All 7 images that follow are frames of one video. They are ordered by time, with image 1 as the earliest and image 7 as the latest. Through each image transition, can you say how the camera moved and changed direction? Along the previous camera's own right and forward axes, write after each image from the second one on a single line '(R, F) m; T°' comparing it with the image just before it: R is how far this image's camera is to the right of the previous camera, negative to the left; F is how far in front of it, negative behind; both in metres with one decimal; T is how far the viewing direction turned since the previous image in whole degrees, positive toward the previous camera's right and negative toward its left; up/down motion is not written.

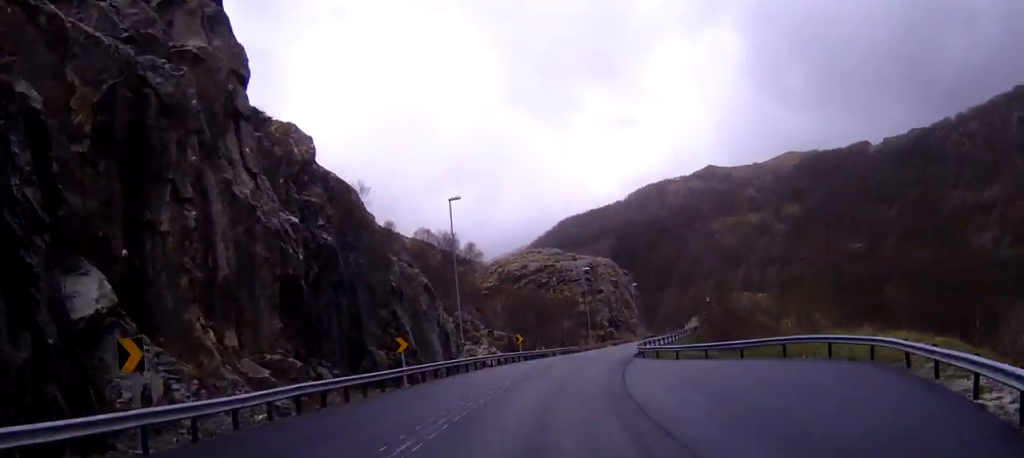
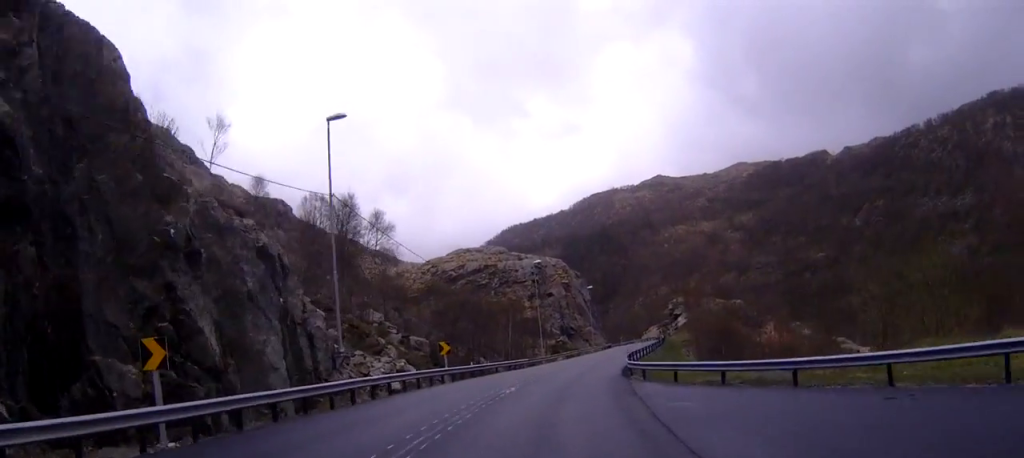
(+2.1, +18.9) m; +17°
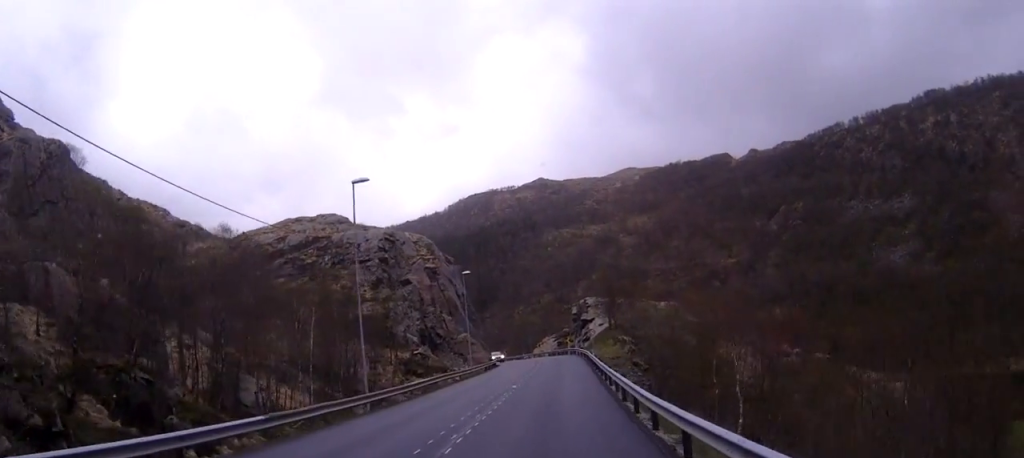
(+10.0, +38.5) m; +17°
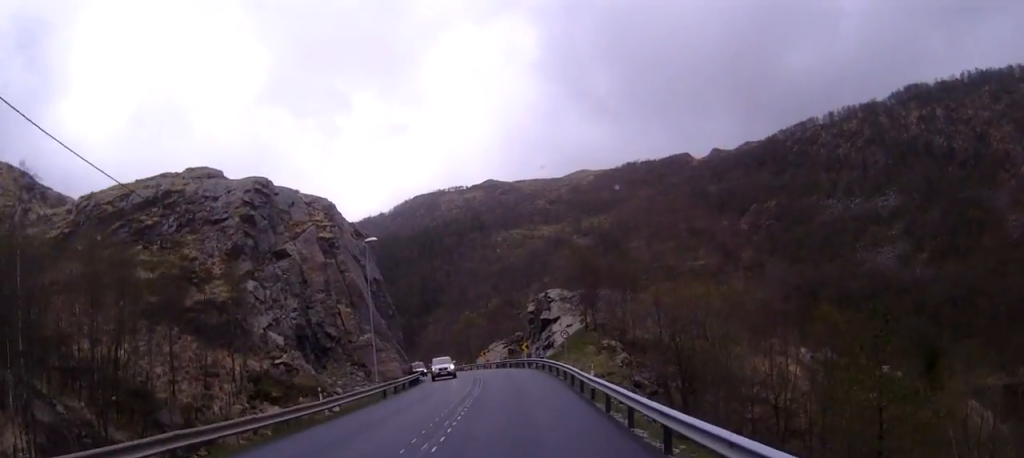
(-1.3, +27.9) m; -6°
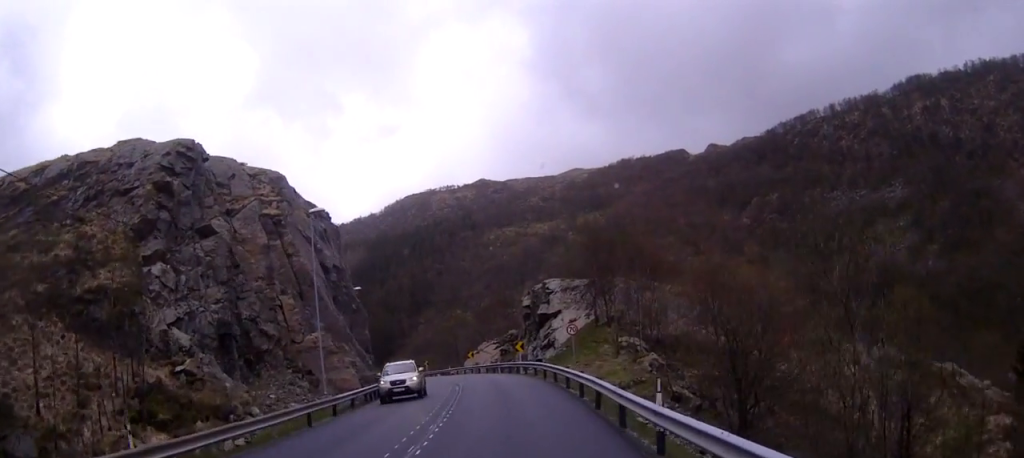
(-0.3, +12.4) m; -2°
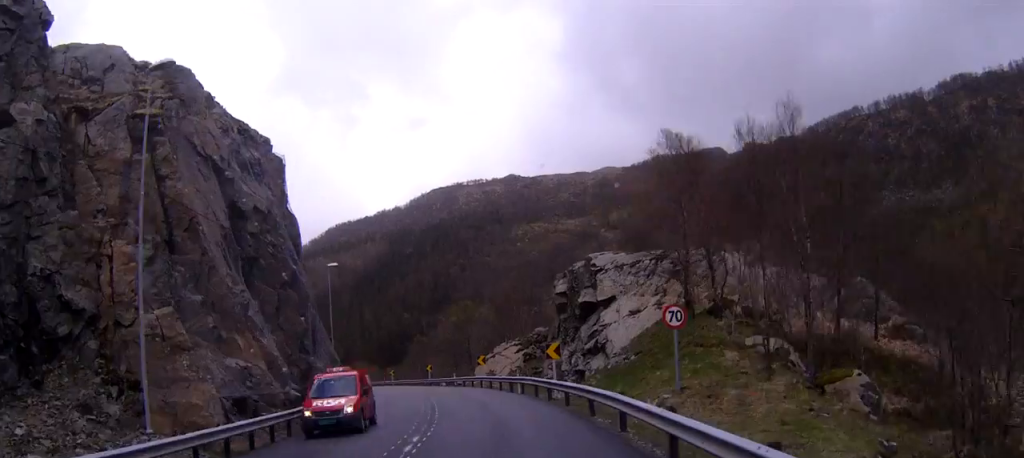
(-0.7, +21.4) m; -4°
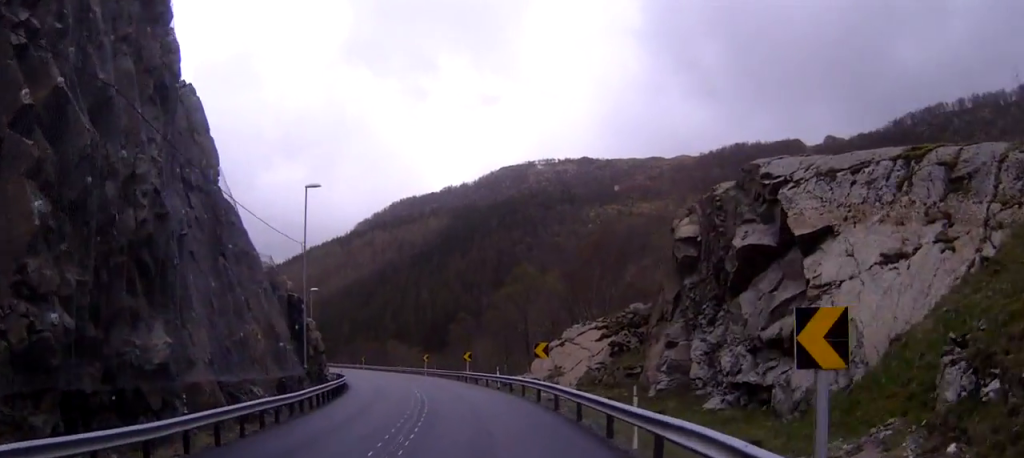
(-1.1, +23.7) m; -5°
